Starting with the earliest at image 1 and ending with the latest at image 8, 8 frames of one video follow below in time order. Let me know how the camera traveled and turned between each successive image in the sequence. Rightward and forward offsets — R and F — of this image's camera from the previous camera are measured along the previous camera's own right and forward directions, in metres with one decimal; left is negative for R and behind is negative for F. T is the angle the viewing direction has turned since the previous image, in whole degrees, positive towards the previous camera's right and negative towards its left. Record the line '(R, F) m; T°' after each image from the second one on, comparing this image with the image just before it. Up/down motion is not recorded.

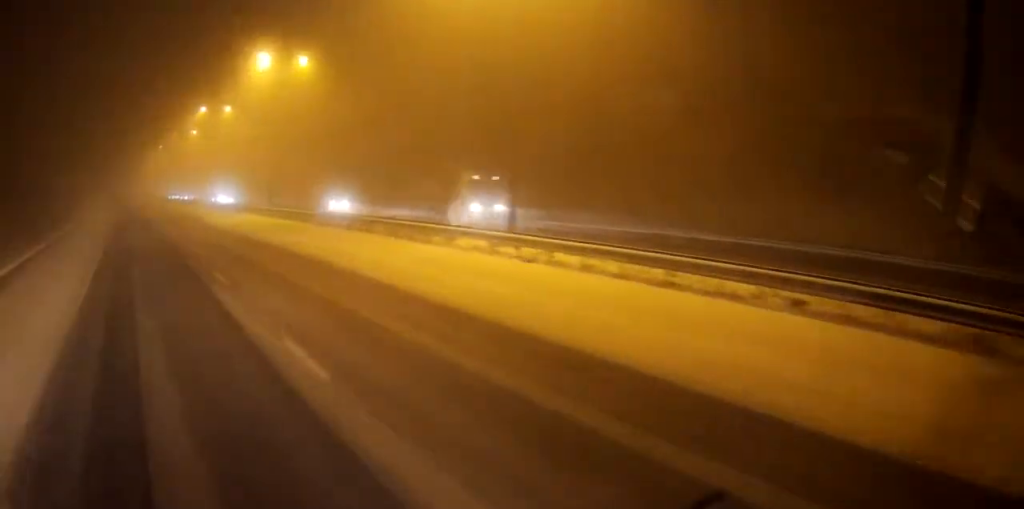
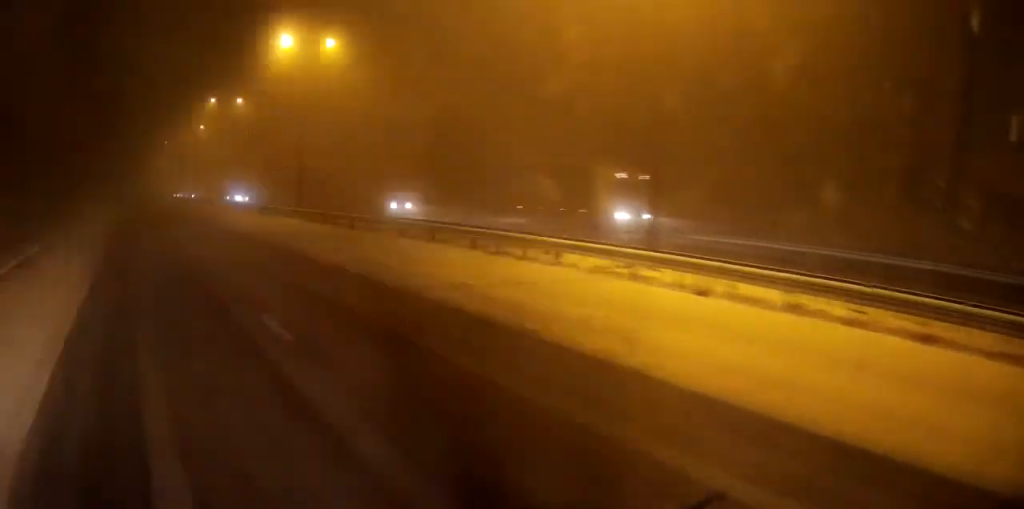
(0.0, +6.8) m; 0°
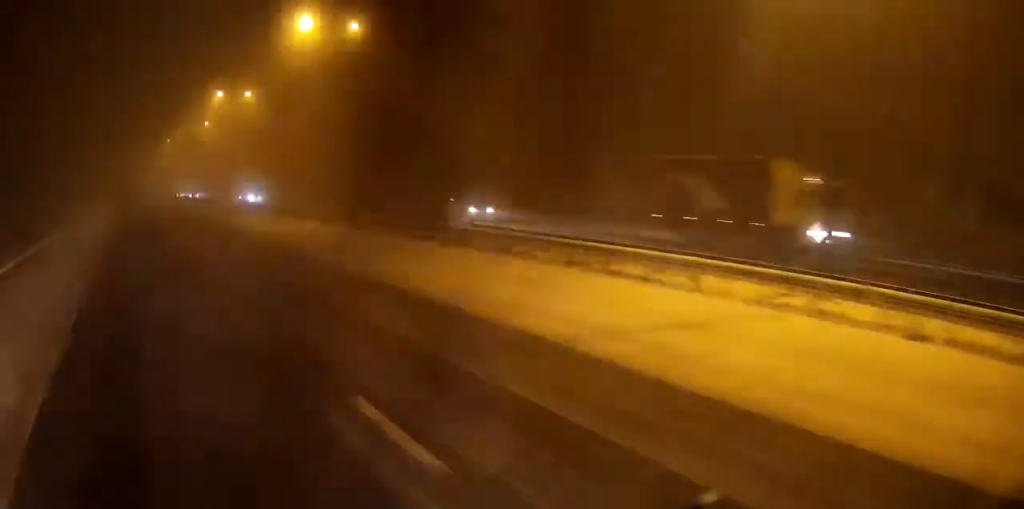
(0.0, +5.4) m; 0°
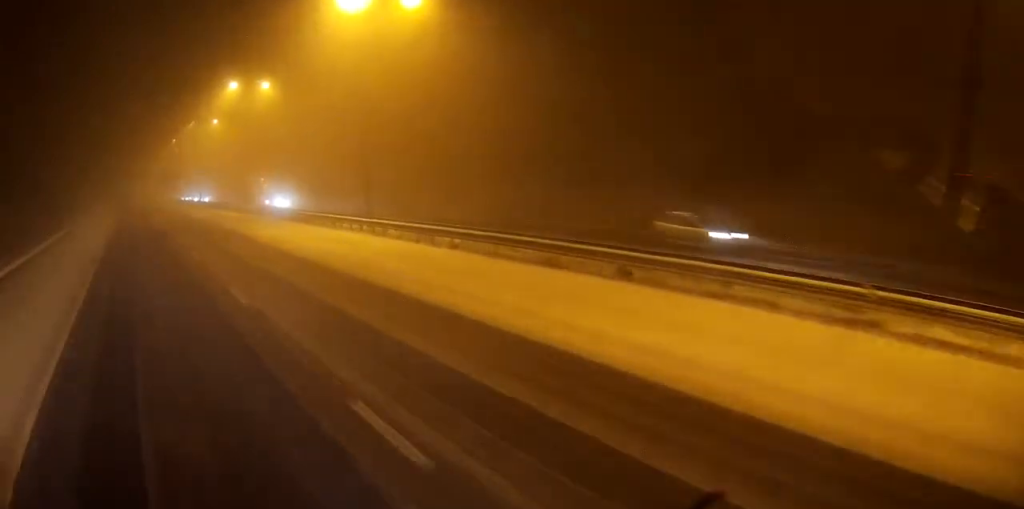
(0.0, +9.0) m; 0°
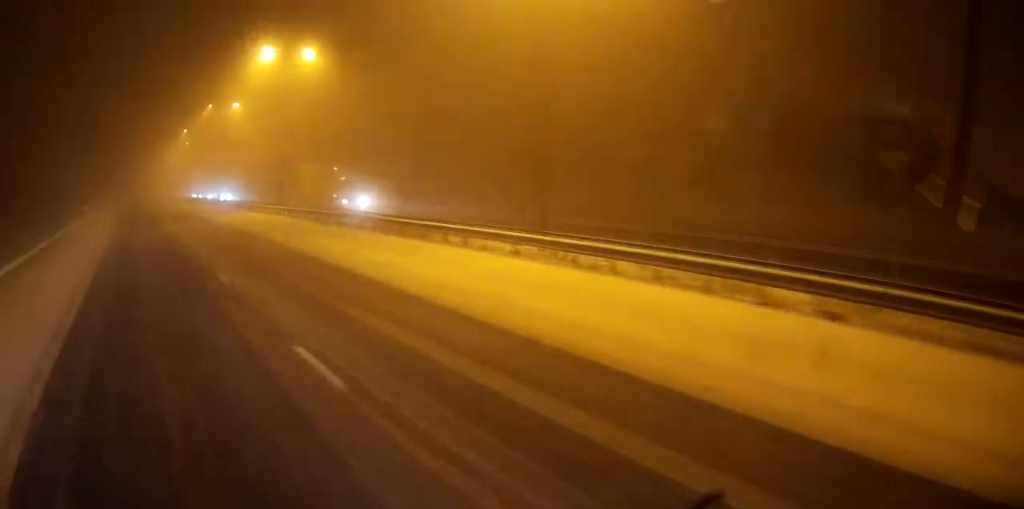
(-0.2, +15.1) m; -1°
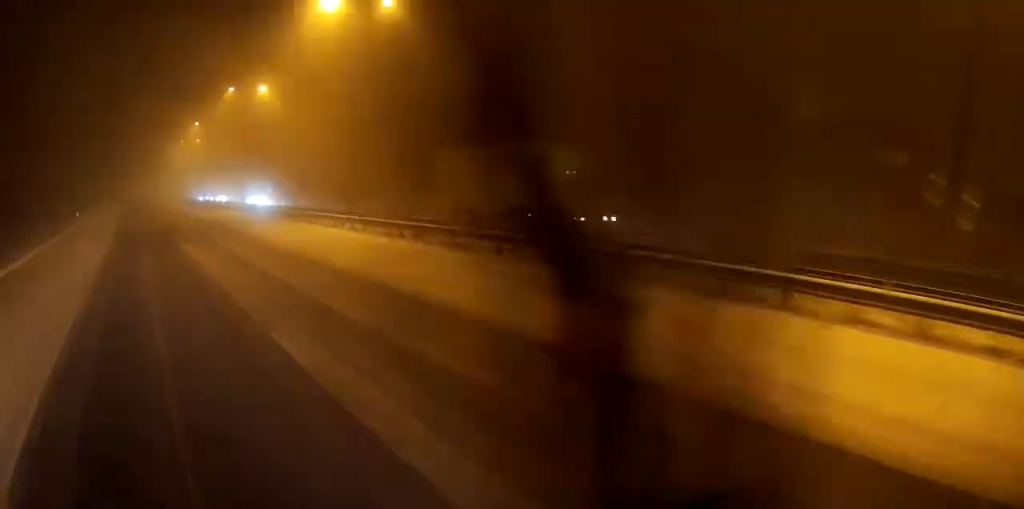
(0.0, +16.7) m; 0°
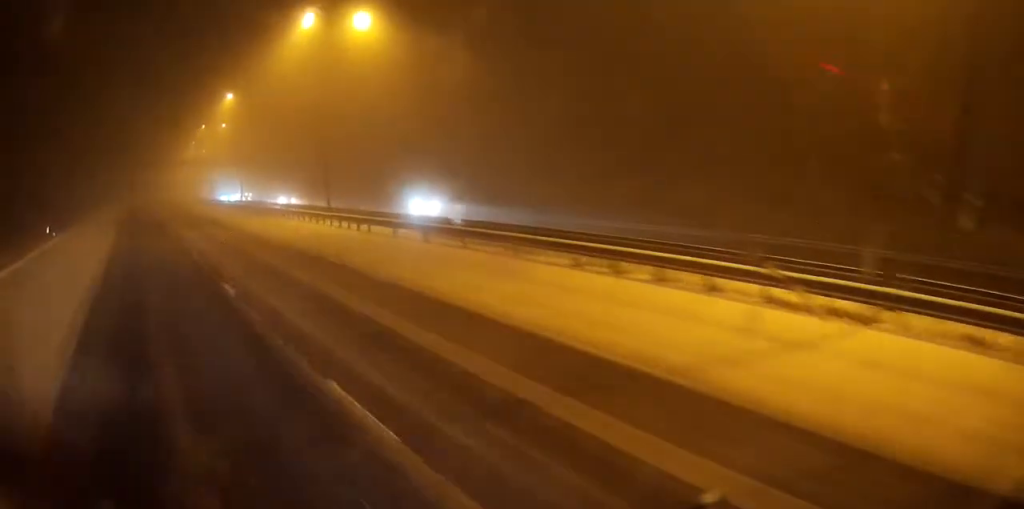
(0.0, +29.9) m; 0°
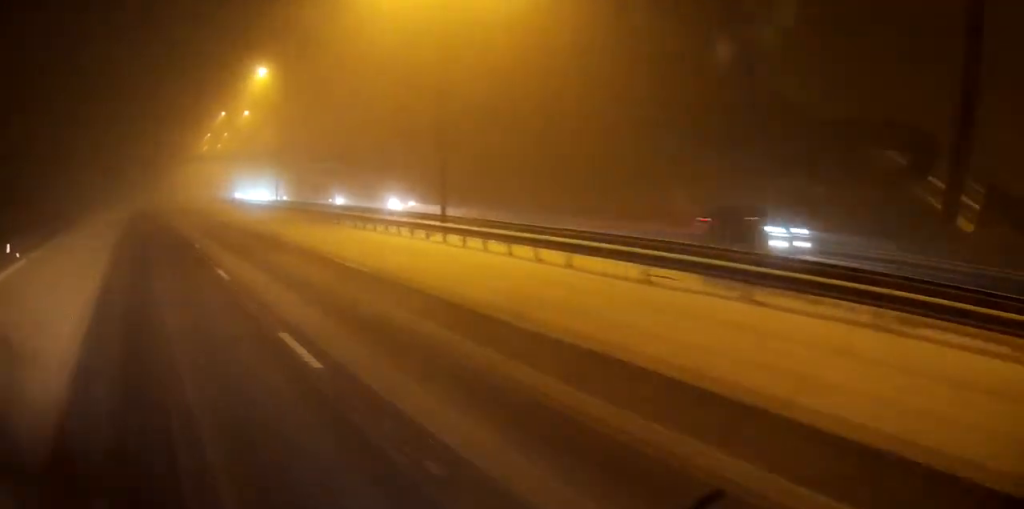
(+0.1, +15.3) m; +1°
